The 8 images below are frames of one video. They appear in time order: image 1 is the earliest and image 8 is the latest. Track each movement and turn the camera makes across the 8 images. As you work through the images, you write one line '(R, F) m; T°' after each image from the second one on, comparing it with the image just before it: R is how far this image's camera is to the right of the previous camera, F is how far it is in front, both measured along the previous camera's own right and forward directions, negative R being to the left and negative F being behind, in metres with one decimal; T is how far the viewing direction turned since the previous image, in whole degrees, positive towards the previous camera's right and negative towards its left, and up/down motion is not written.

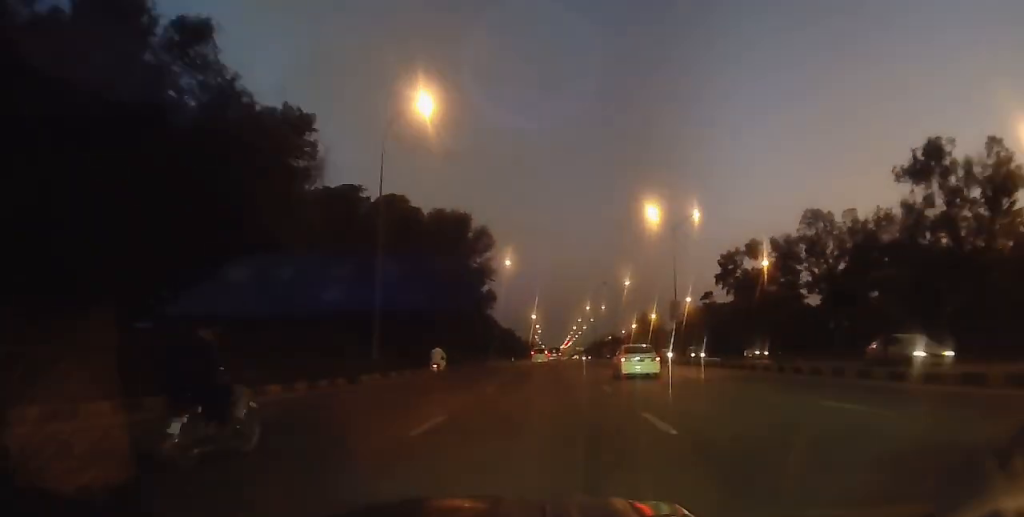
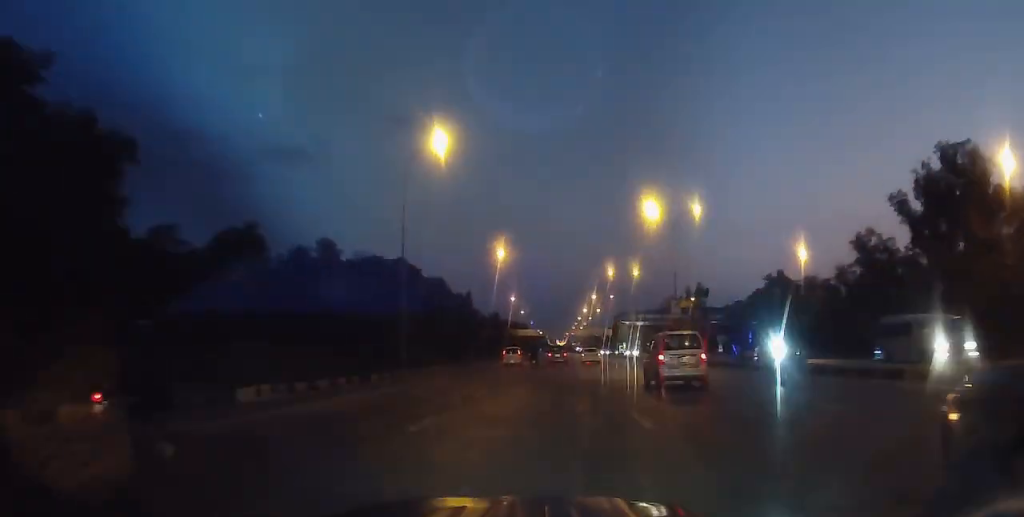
(+0.4, +203.0) m; 0°
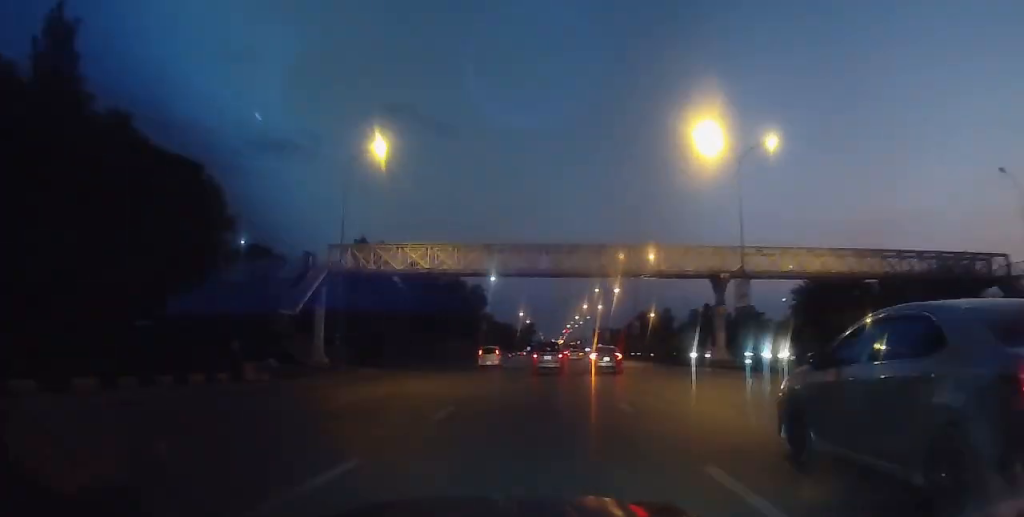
(-0.6, +141.1) m; 0°
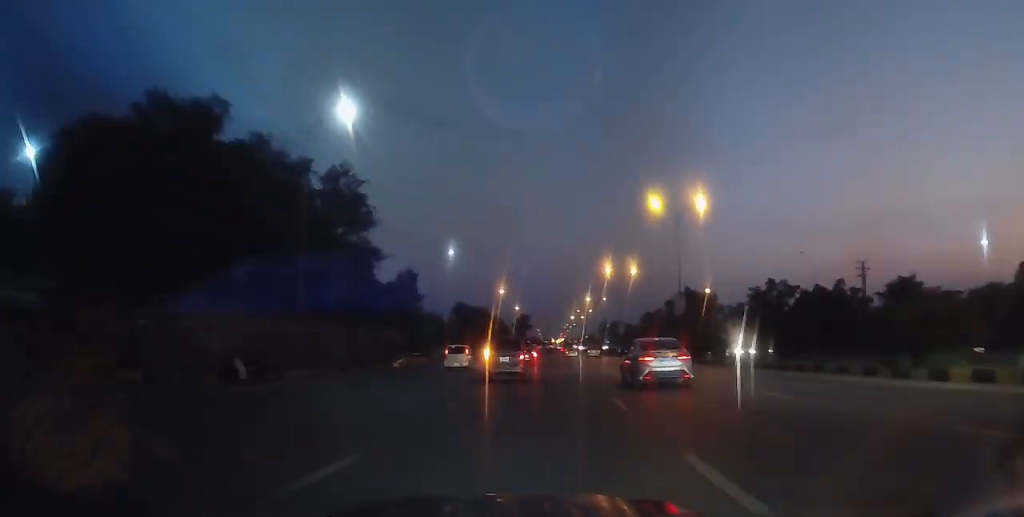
(+0.1, +70.3) m; 0°
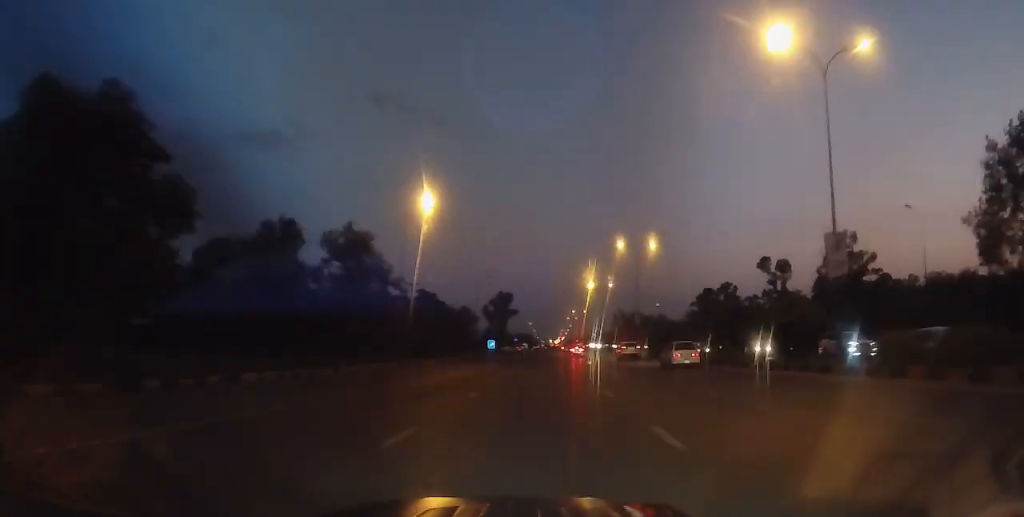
(+0.7, +125.7) m; 0°
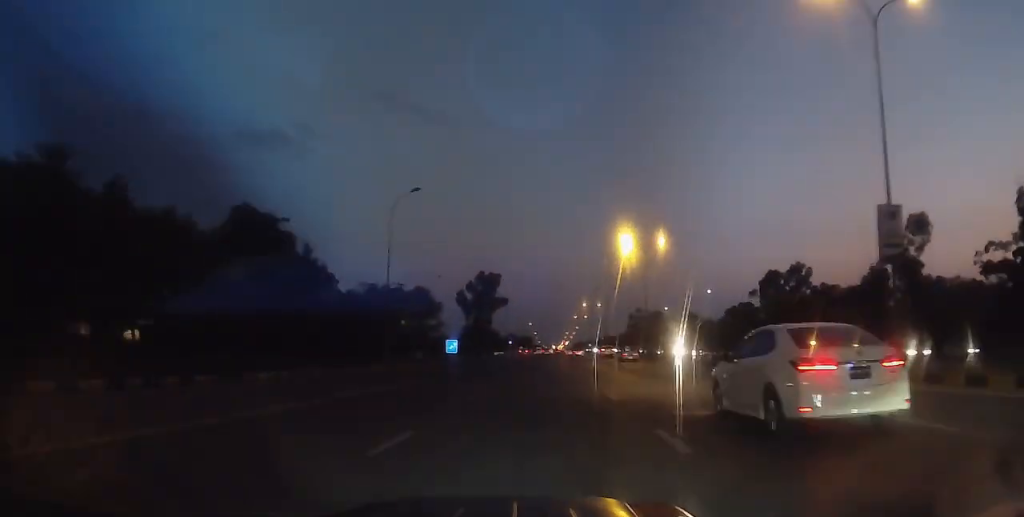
(+0.1, +56.8) m; 0°
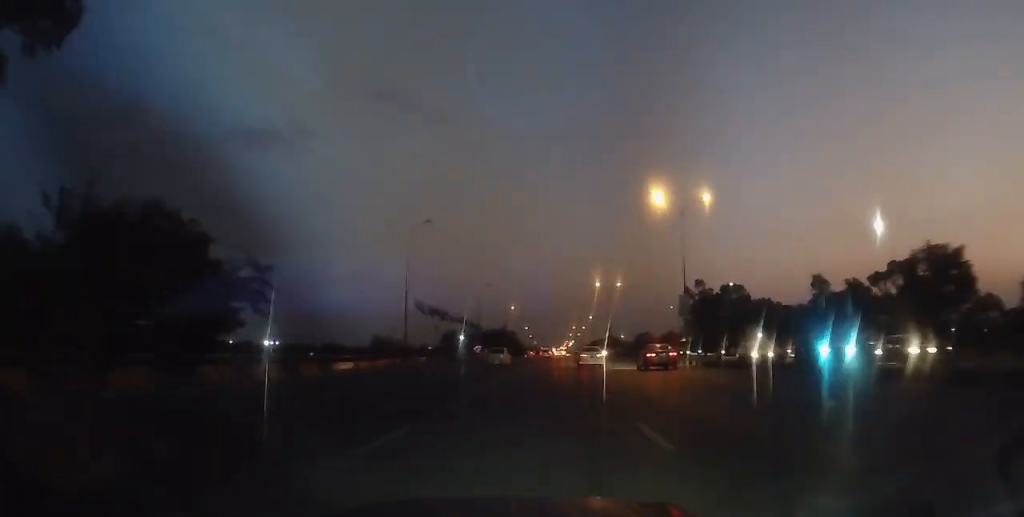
(-0.1, +120.7) m; 0°
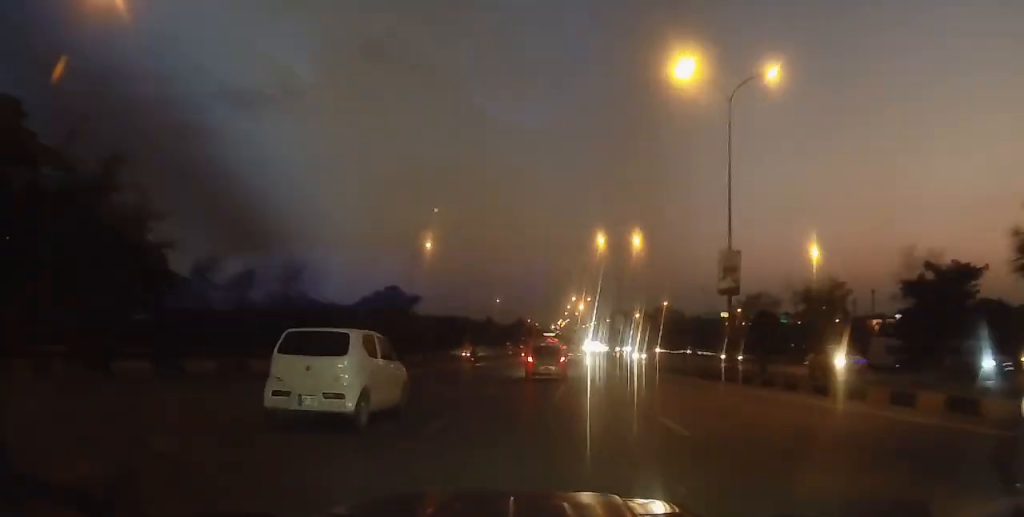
(+0.7, +224.5) m; 0°
